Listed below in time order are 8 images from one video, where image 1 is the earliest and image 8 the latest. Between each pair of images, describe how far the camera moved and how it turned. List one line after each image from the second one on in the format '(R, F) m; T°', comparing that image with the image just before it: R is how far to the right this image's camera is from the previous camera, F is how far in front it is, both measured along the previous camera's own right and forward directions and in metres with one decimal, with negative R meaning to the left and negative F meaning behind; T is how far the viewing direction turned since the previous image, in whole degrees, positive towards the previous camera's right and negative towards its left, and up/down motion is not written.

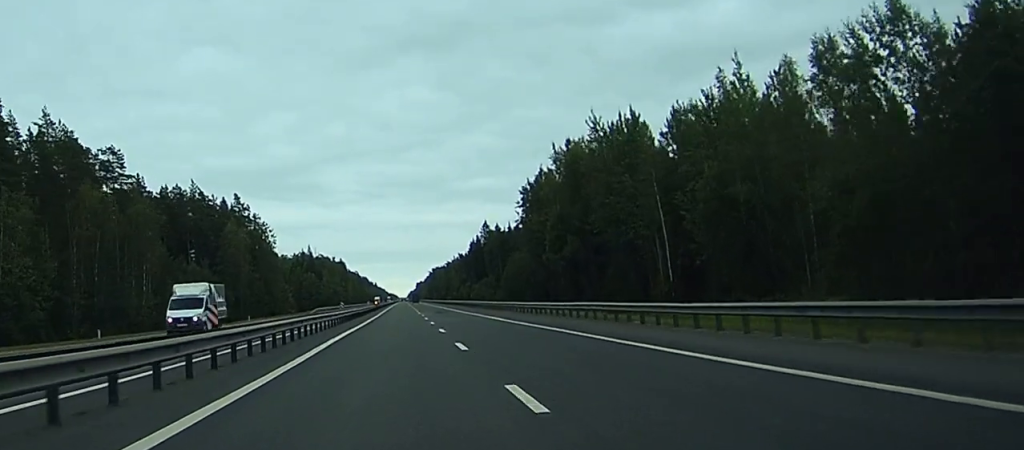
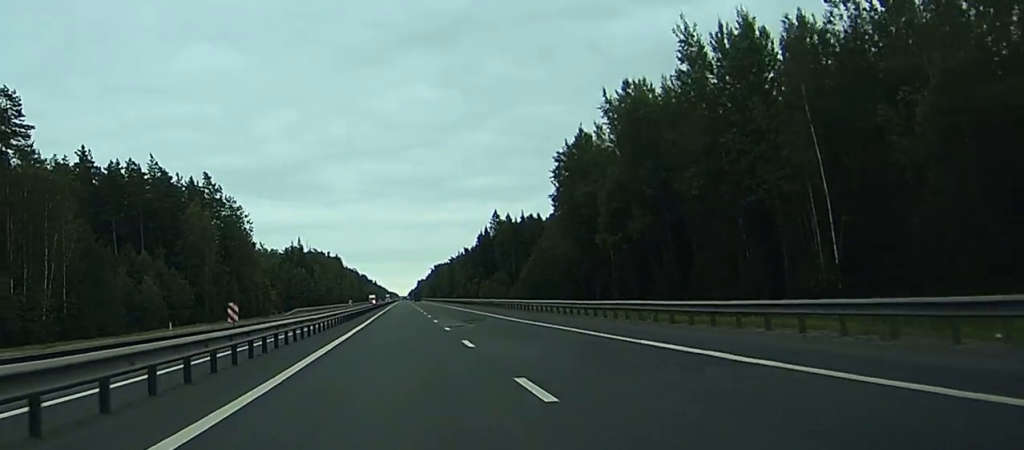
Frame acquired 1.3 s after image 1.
(-0.1, +36.3) m; 0°
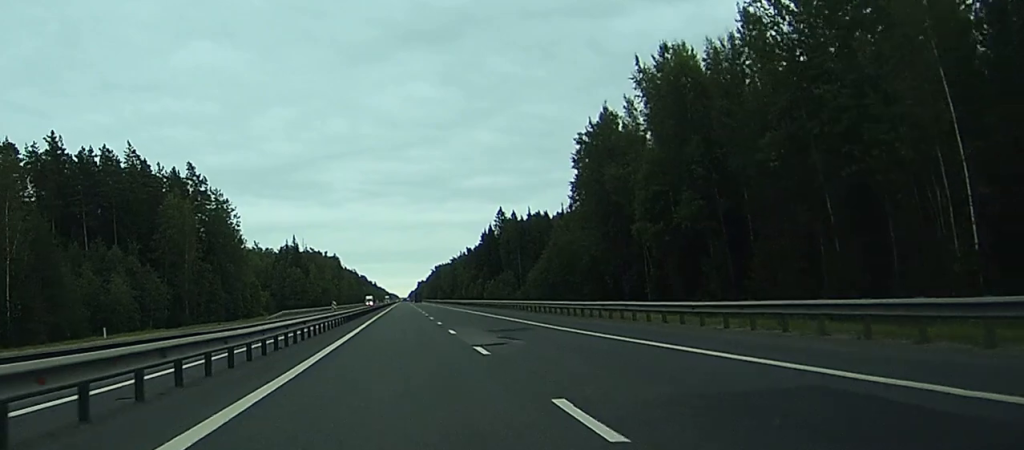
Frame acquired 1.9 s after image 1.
(0.0, +15.4) m; 0°
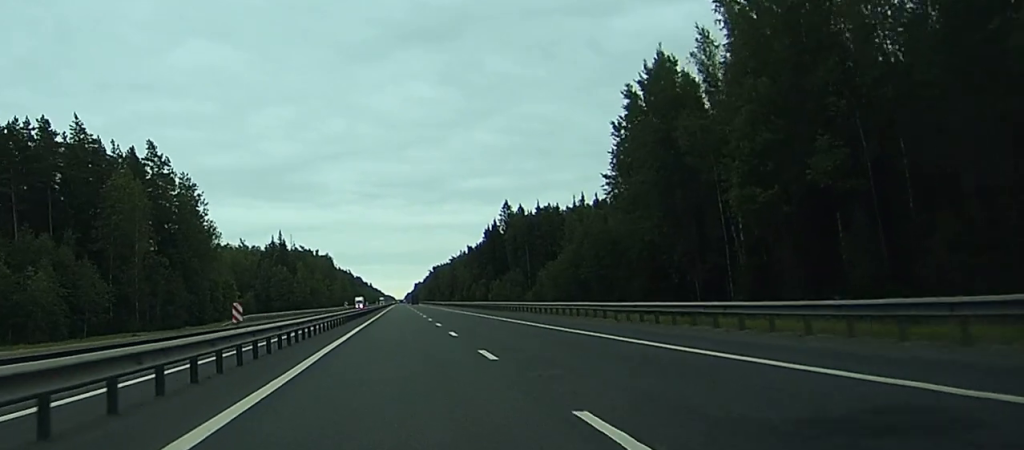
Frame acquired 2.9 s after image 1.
(0.0, +26.1) m; 0°
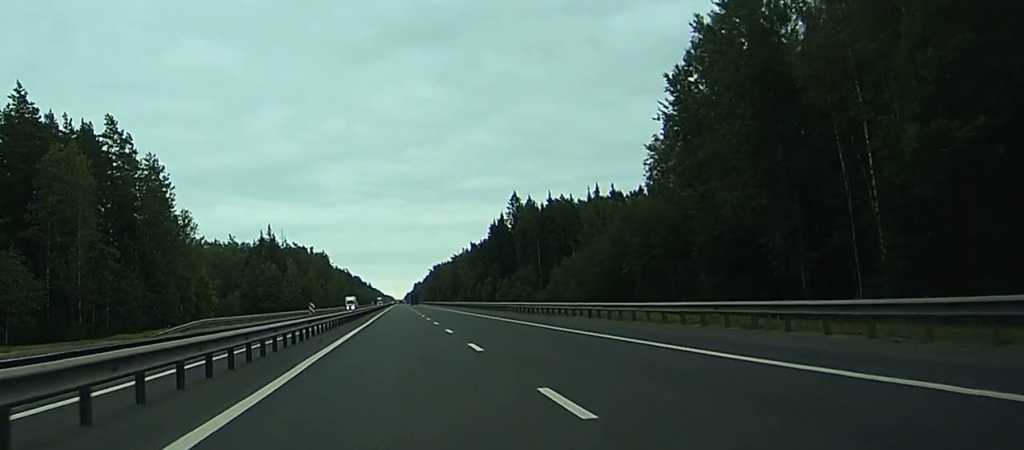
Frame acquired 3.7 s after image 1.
(-0.3, +21.4) m; 0°
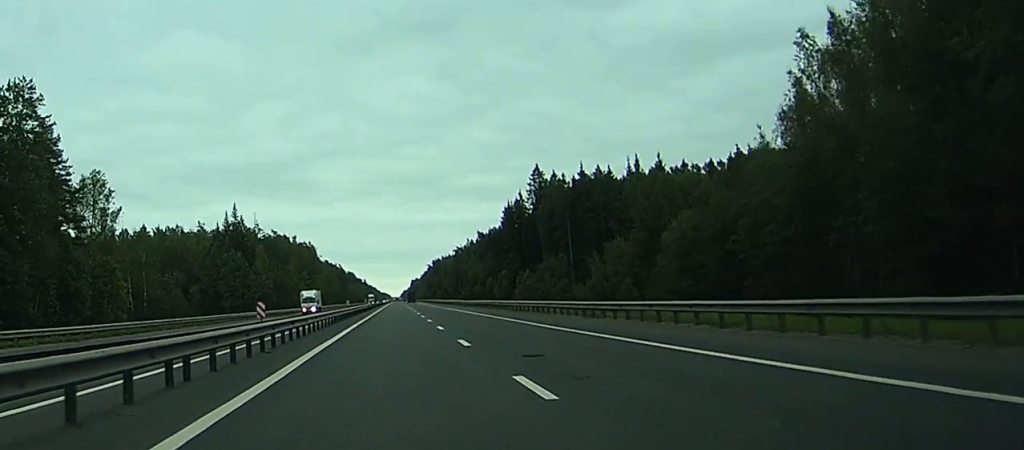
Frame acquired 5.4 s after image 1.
(+0.5, +47.1) m; +1°
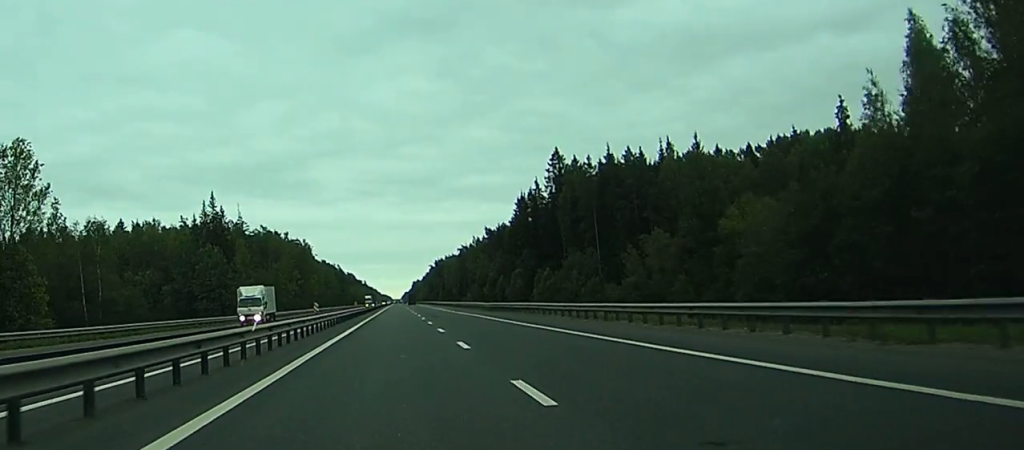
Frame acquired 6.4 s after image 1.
(+0.1, +24.9) m; -1°
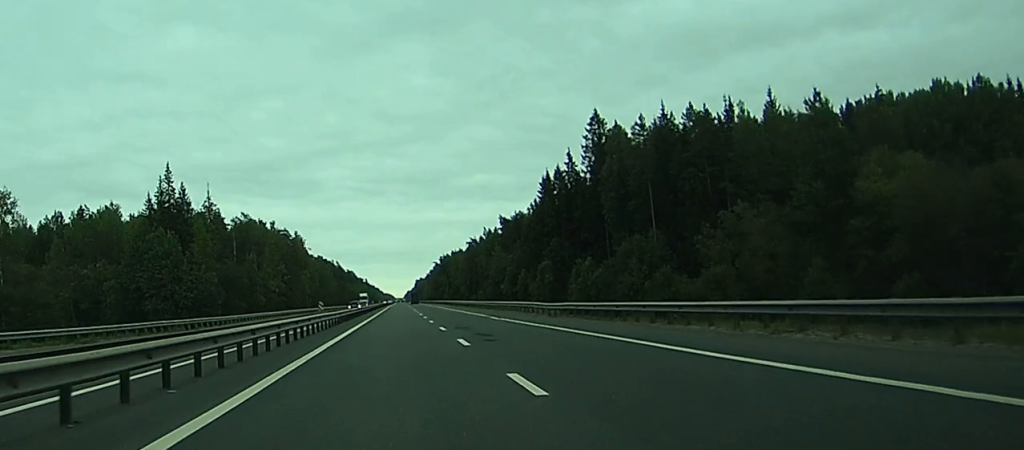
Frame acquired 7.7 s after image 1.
(-0.5, +35.4) m; -2°
